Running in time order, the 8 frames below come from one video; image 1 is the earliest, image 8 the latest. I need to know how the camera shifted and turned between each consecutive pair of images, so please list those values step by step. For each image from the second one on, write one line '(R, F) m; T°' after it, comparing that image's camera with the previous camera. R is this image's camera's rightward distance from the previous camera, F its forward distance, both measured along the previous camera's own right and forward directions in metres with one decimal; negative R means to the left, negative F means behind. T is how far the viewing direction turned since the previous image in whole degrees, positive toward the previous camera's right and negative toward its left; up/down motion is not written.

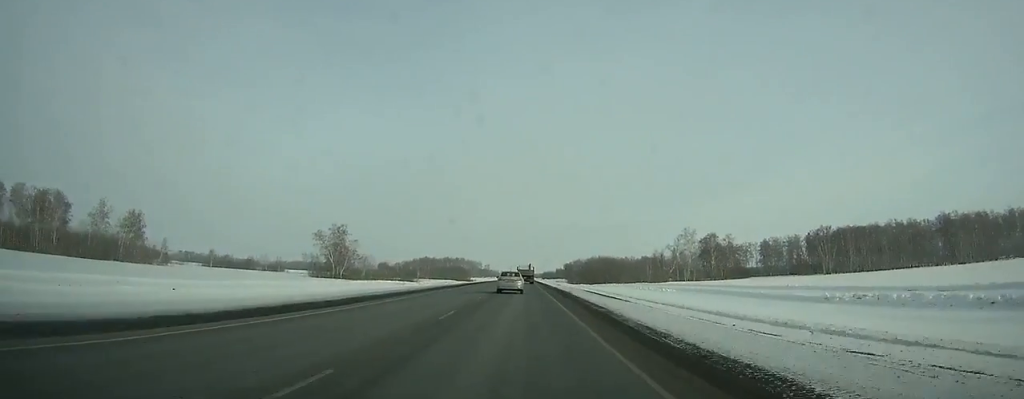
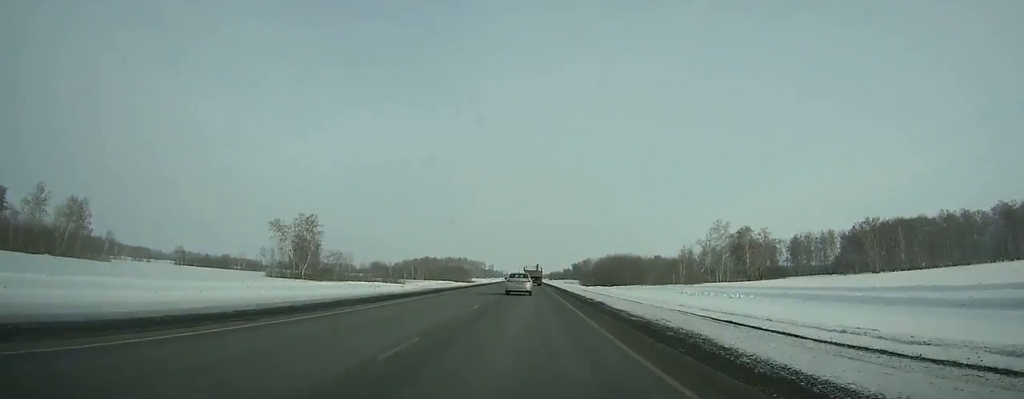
(0.0, +31.7) m; 0°
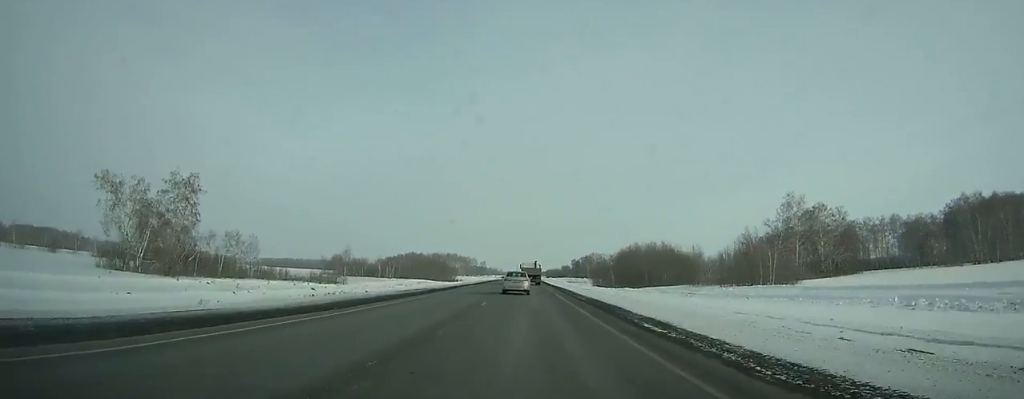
(+0.1, +56.3) m; 0°
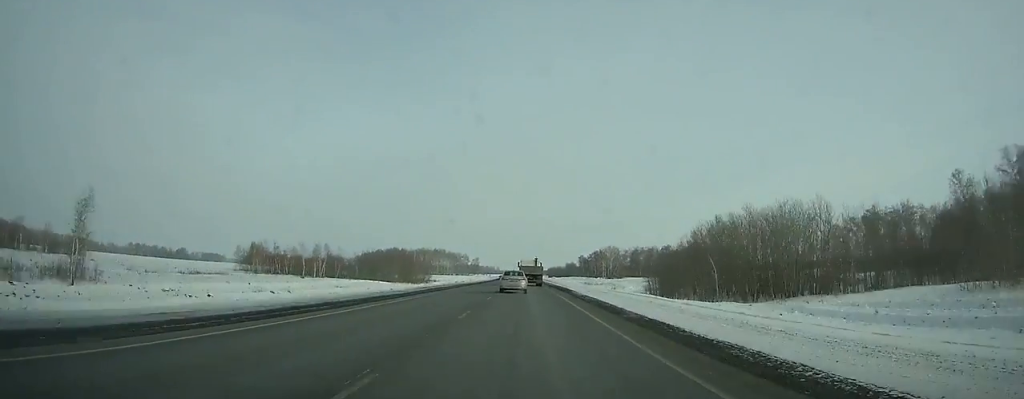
(+0.1, +78.7) m; 0°
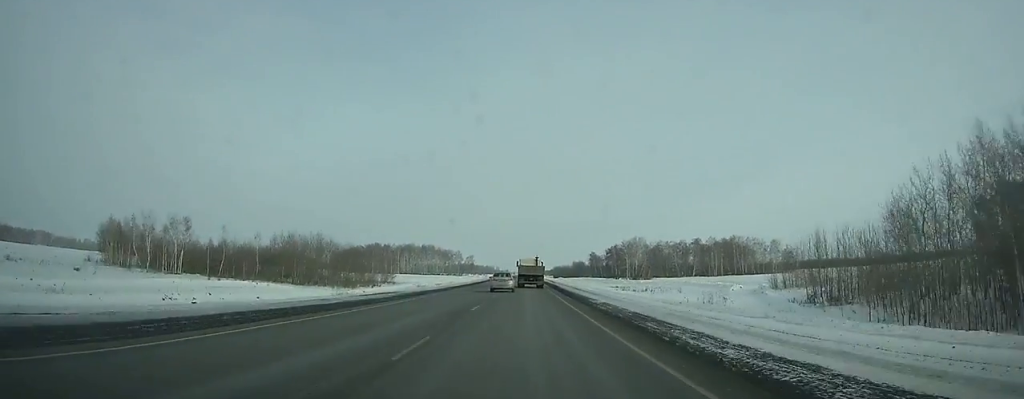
(0.0, +69.5) m; 0°
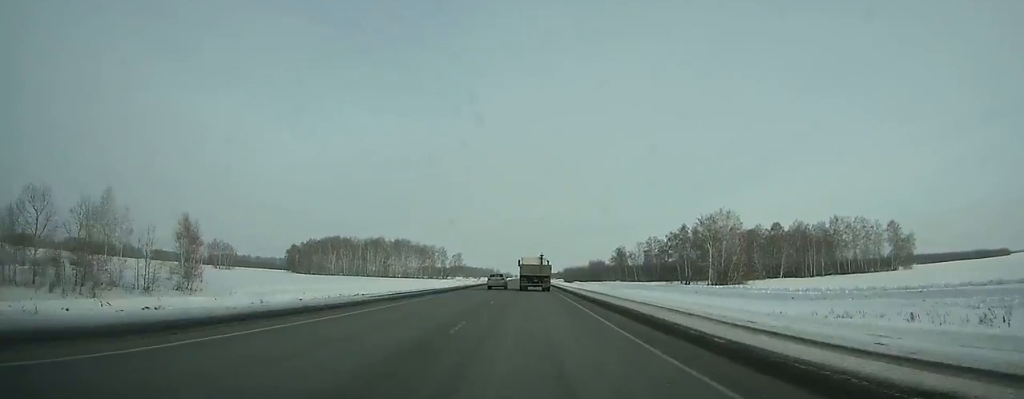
(-0.2, +106.9) m; 0°
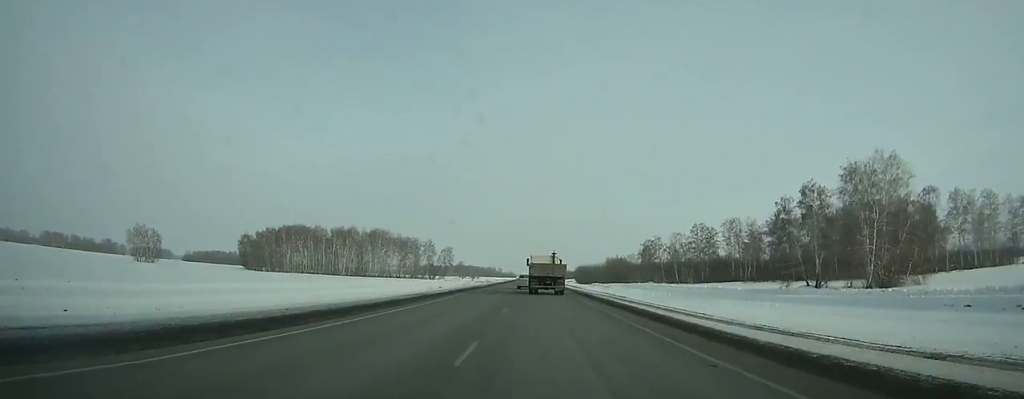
(-0.2, +66.0) m; 0°
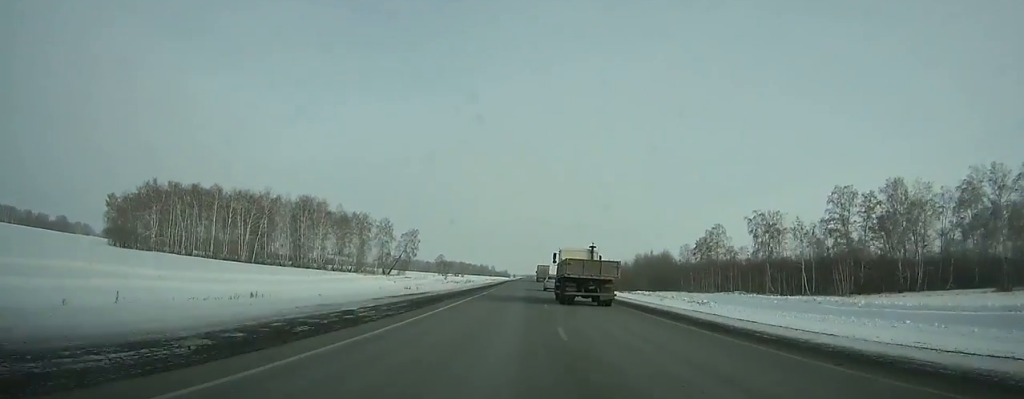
(0.0, +93.0) m; 0°
